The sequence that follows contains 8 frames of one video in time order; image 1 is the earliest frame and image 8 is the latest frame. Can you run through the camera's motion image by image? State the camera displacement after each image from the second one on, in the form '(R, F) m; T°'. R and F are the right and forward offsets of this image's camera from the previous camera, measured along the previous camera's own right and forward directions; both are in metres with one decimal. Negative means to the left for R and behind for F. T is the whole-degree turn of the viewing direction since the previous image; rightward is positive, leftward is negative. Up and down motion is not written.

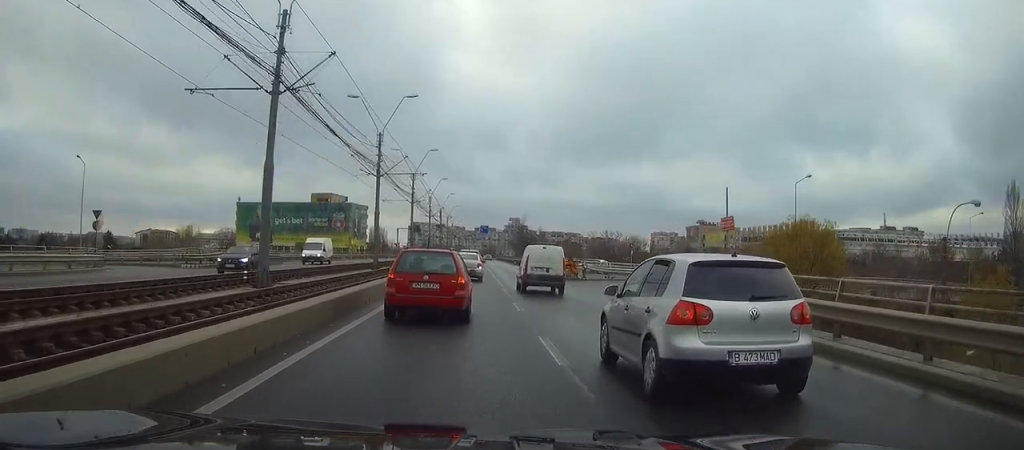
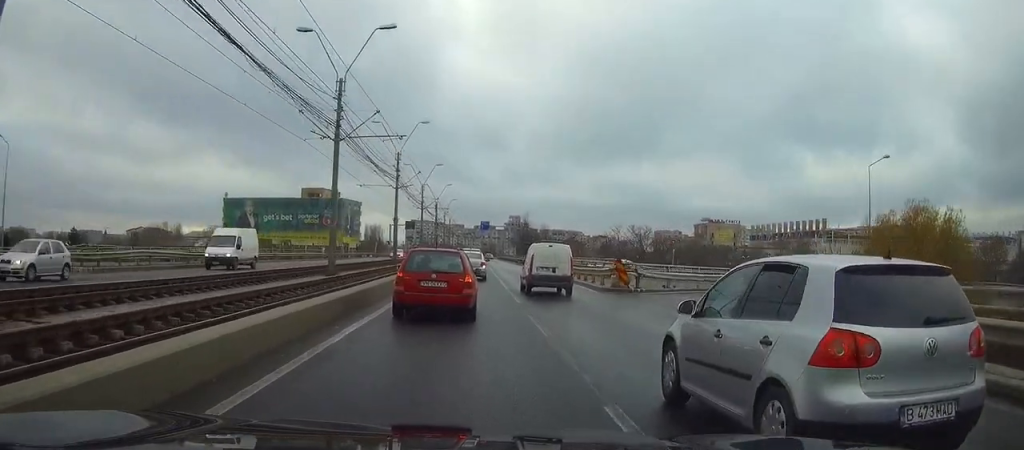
(0.0, +14.4) m; 0°
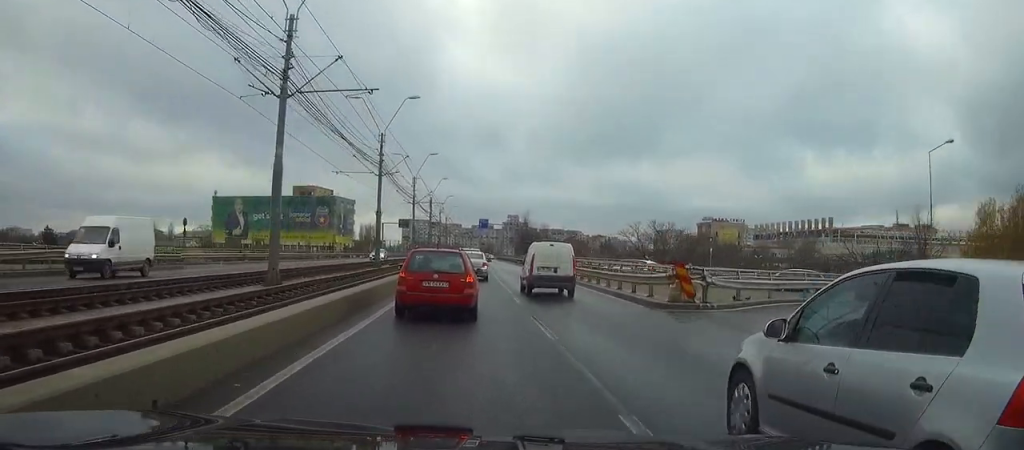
(0.0, +9.1) m; 0°
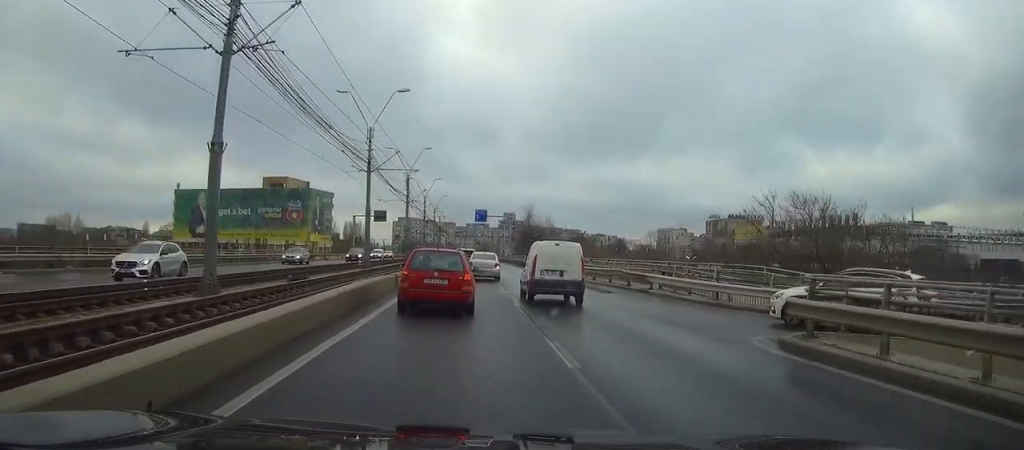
(+0.2, +29.4) m; +1°
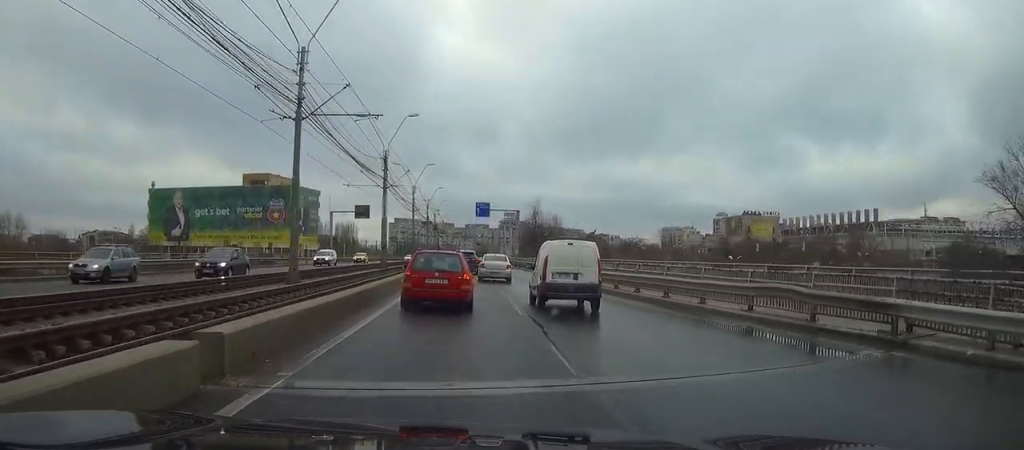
(0.0, +18.4) m; 0°
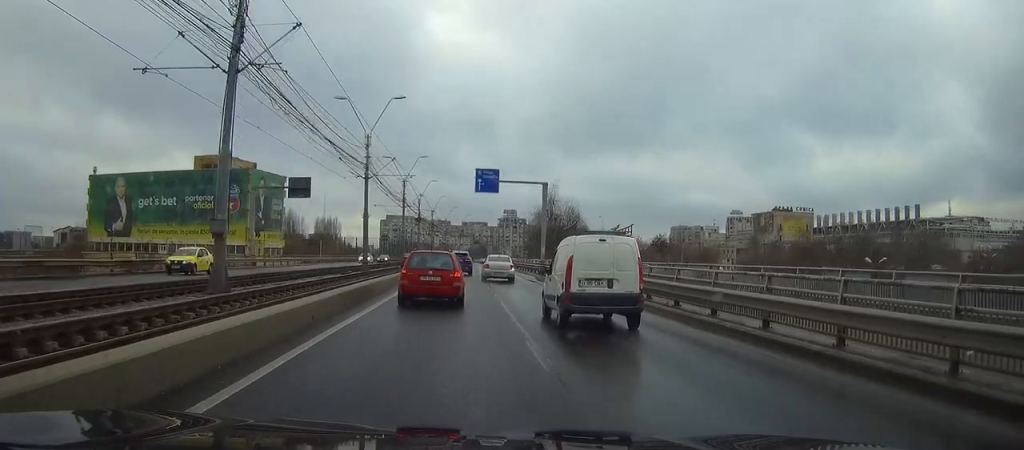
(-0.1, +34.1) m; 0°
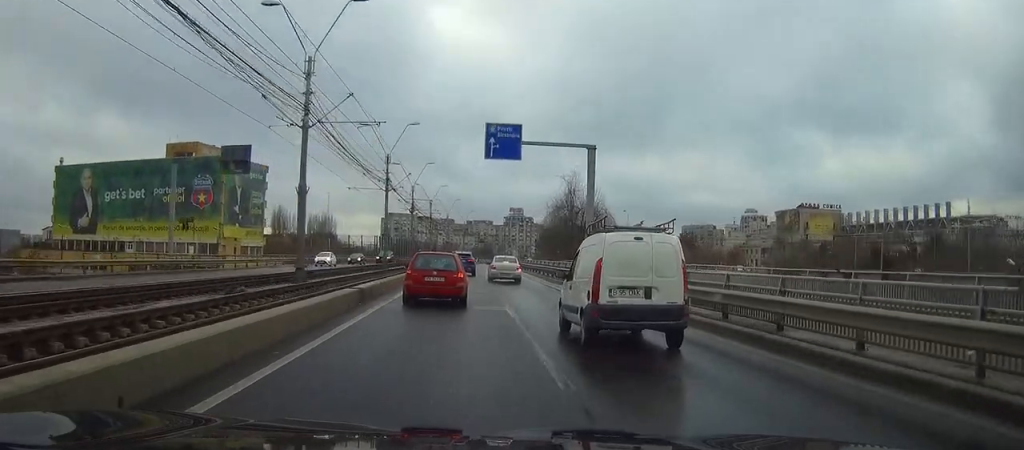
(+0.1, +18.4) m; 0°
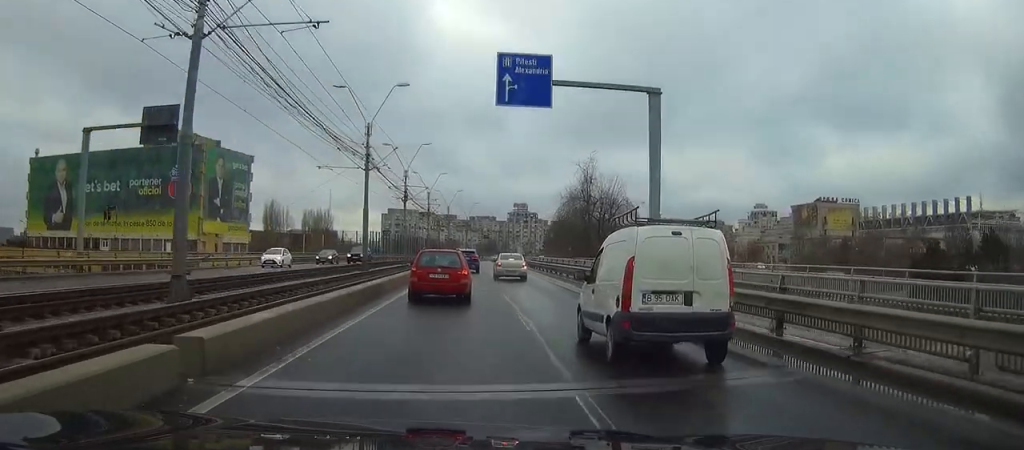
(0.0, +11.6) m; 0°
